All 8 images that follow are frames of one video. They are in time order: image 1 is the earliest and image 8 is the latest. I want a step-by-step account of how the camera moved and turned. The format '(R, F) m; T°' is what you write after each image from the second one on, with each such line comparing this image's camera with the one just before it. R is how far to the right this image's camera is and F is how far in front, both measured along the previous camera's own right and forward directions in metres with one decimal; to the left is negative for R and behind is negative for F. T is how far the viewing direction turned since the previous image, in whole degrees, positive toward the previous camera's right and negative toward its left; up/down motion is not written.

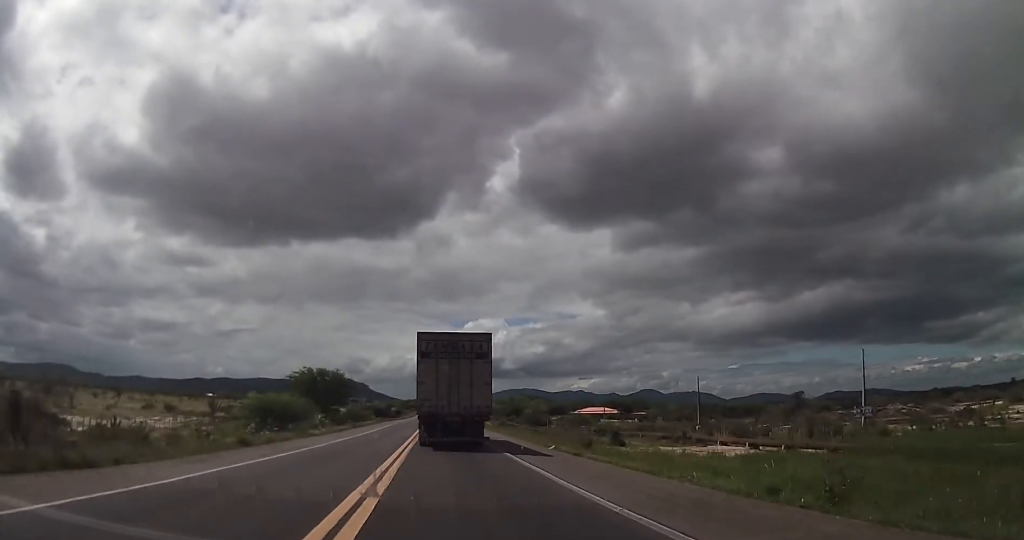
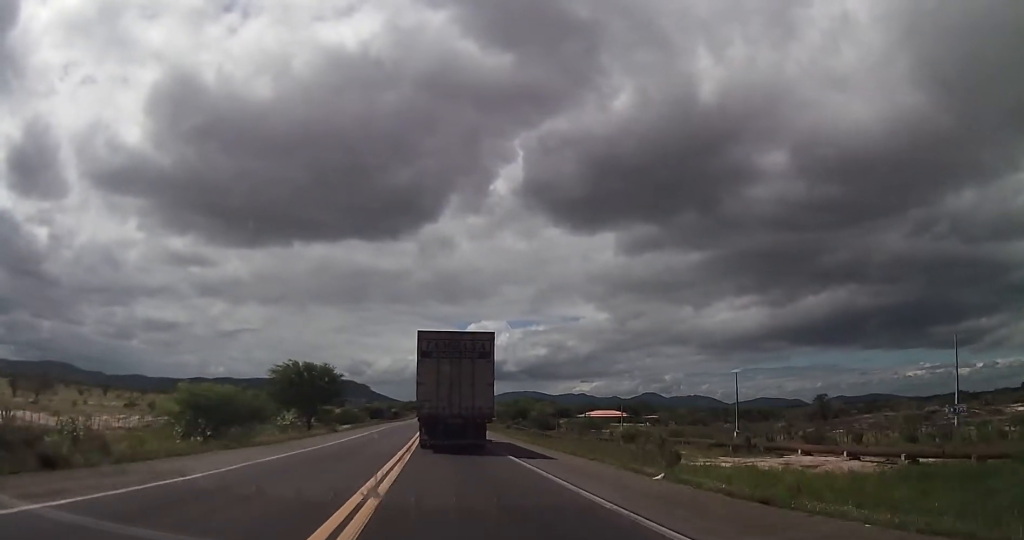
(0.0, +14.2) m; 0°
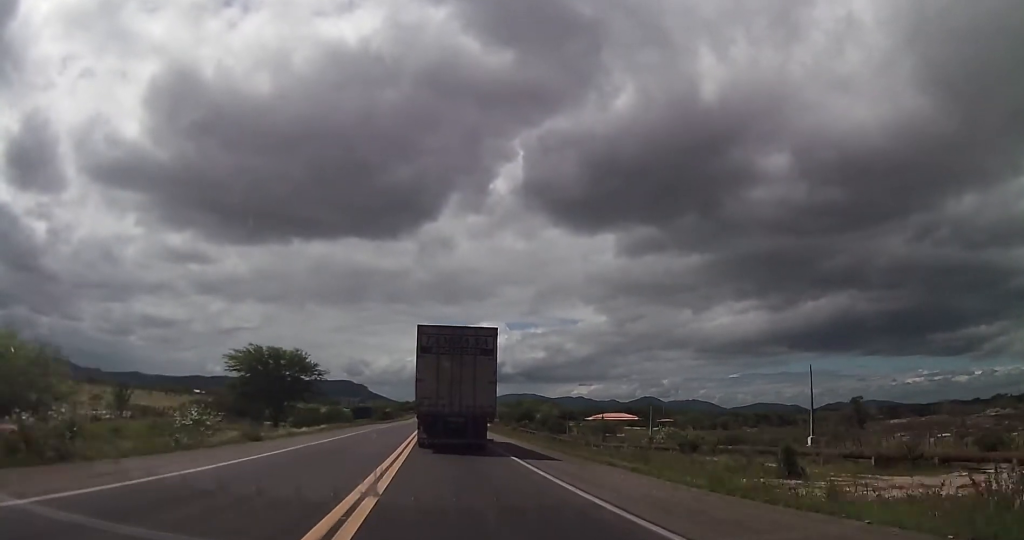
(0.0, +20.5) m; 0°
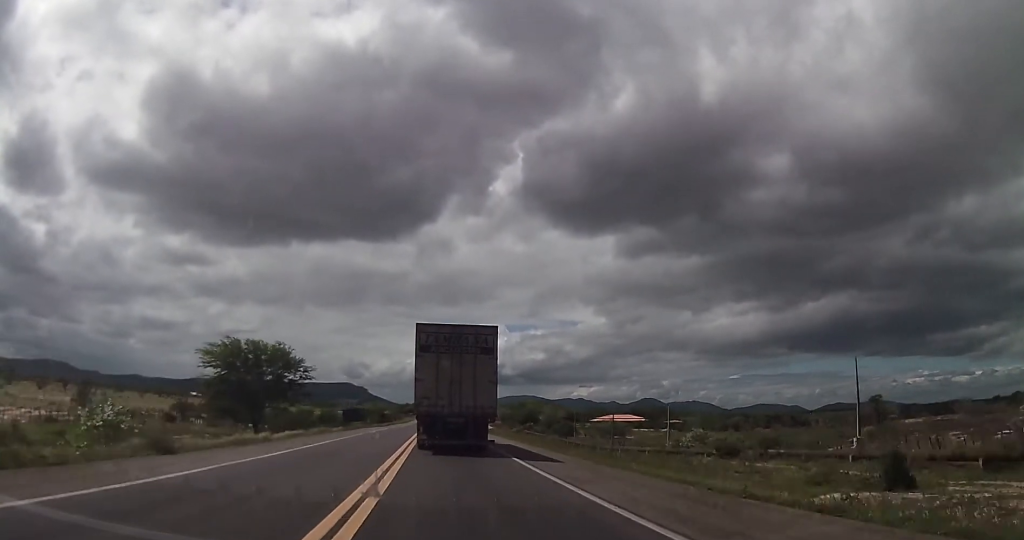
(0.0, +9.1) m; 0°
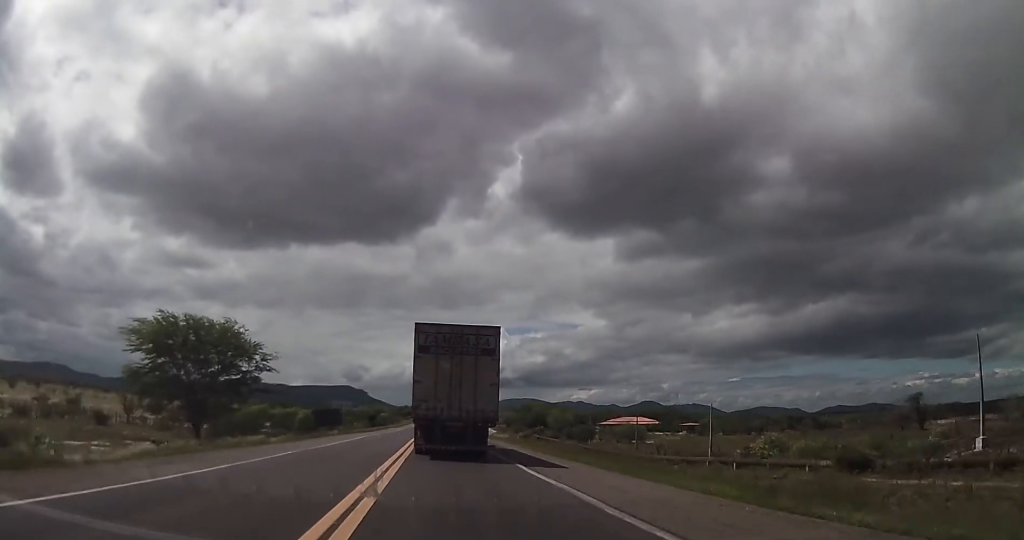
(+0.1, +19.5) m; 0°
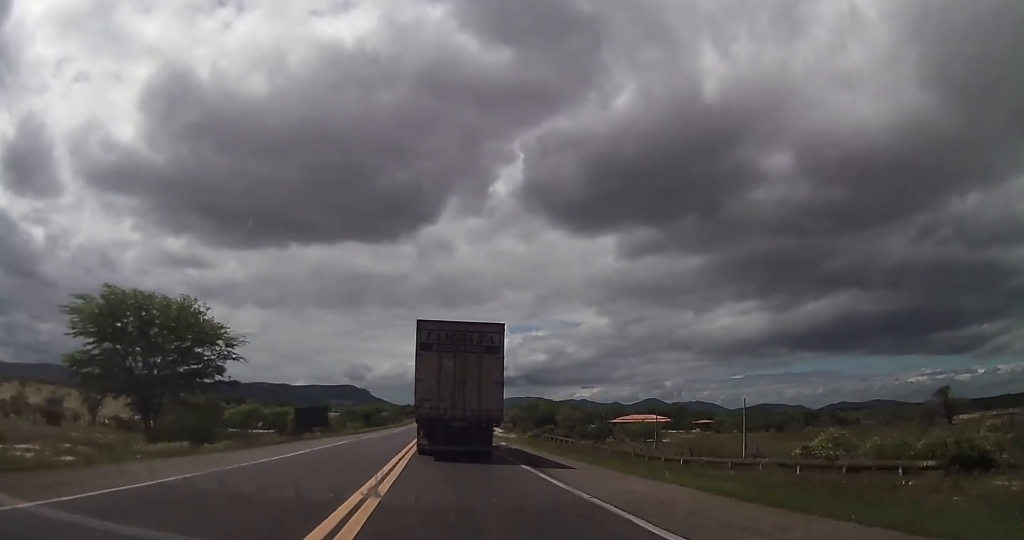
(+0.1, +11.2) m; 0°
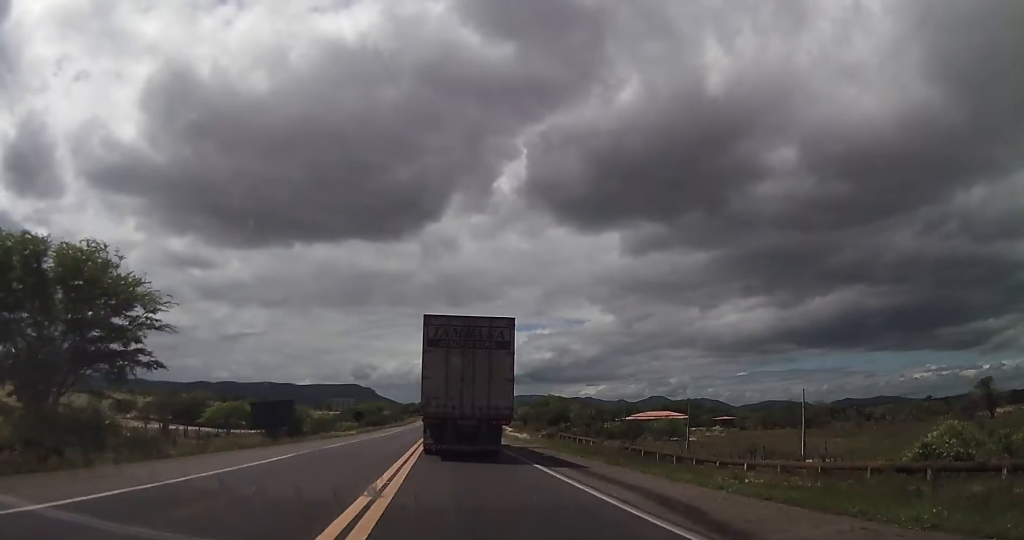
(-0.1, +14.5) m; 0°
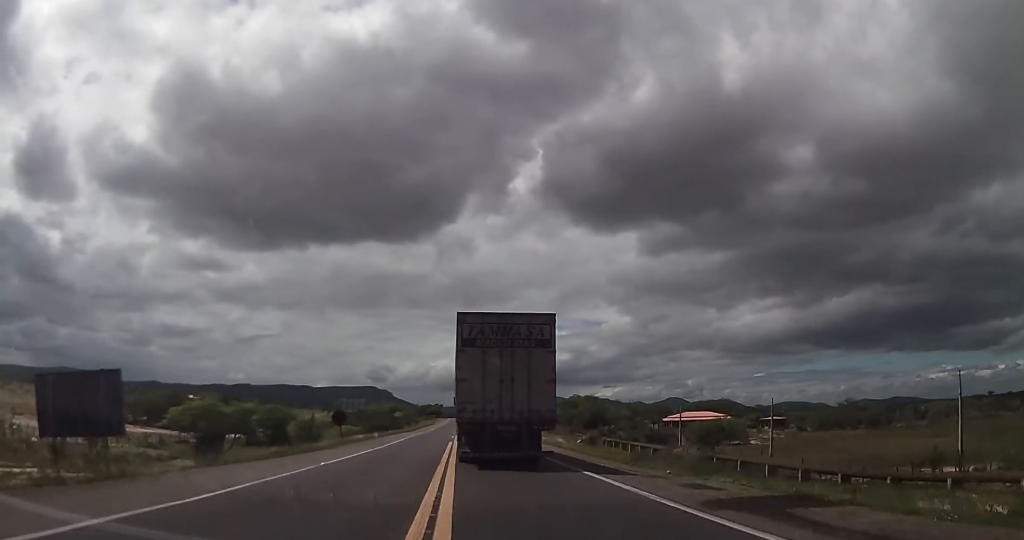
(-0.2, +22.8) m; -1°
